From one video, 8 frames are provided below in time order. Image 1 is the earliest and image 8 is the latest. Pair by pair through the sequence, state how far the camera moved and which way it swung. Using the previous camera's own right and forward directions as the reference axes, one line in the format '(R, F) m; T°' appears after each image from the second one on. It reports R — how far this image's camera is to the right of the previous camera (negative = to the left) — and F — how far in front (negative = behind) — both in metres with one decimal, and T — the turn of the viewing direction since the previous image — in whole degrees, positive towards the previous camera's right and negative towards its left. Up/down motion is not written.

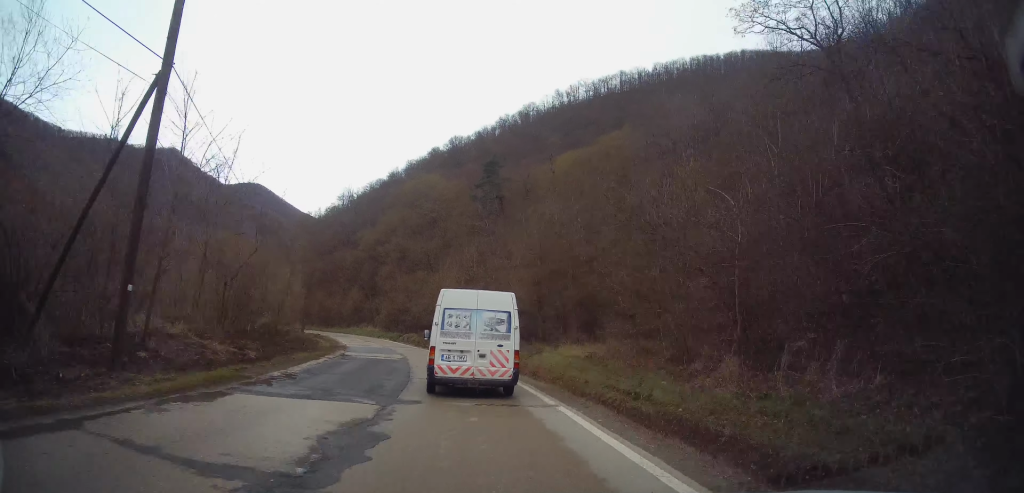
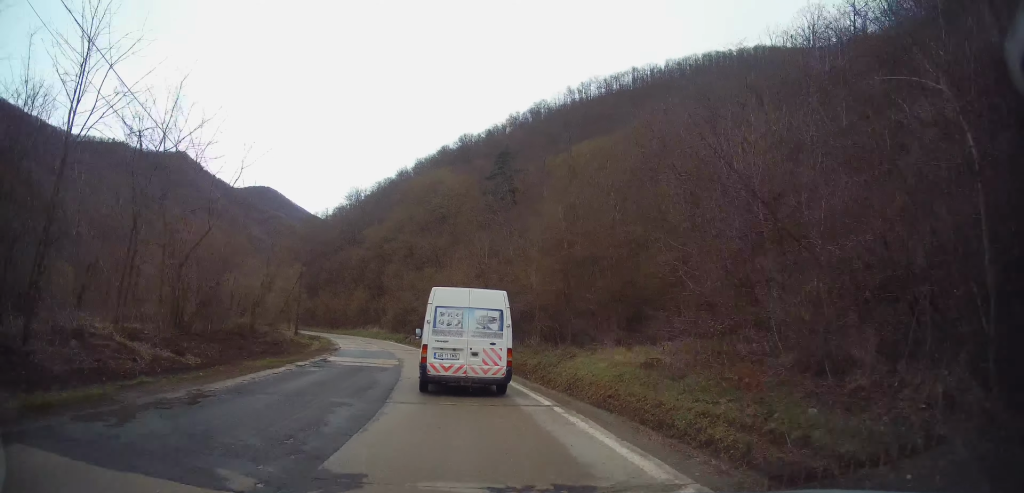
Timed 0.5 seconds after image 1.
(-0.3, +5.9) m; -3°
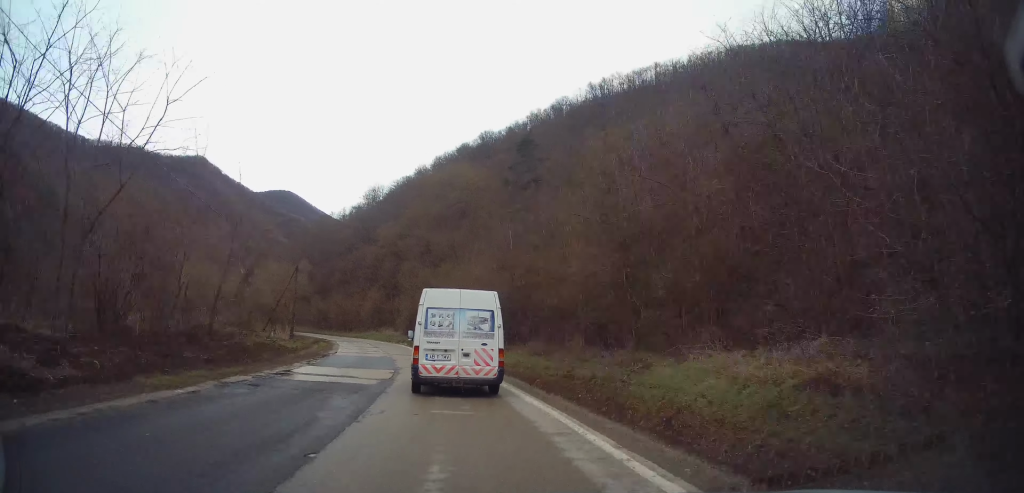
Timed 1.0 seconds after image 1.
(-0.1, +7.2) m; -3°
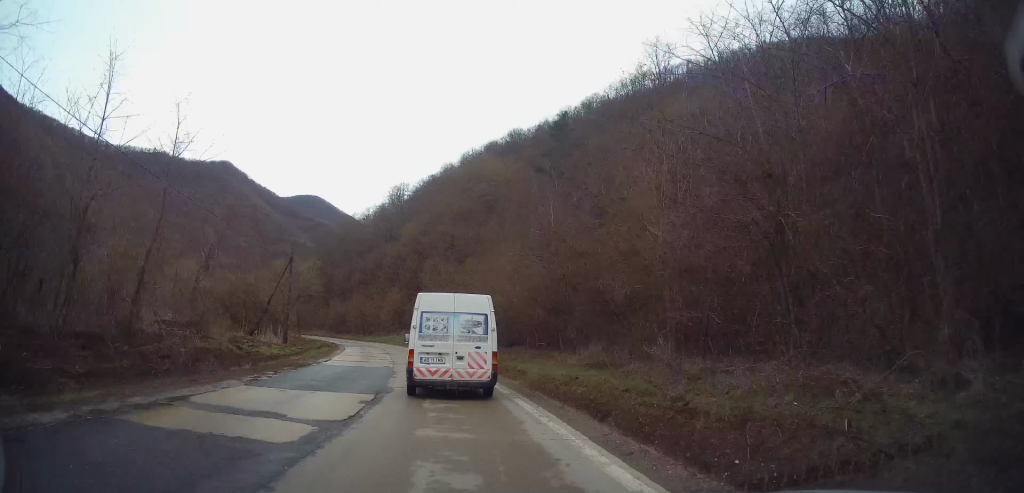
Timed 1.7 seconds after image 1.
(-0.4, +7.9) m; -3°
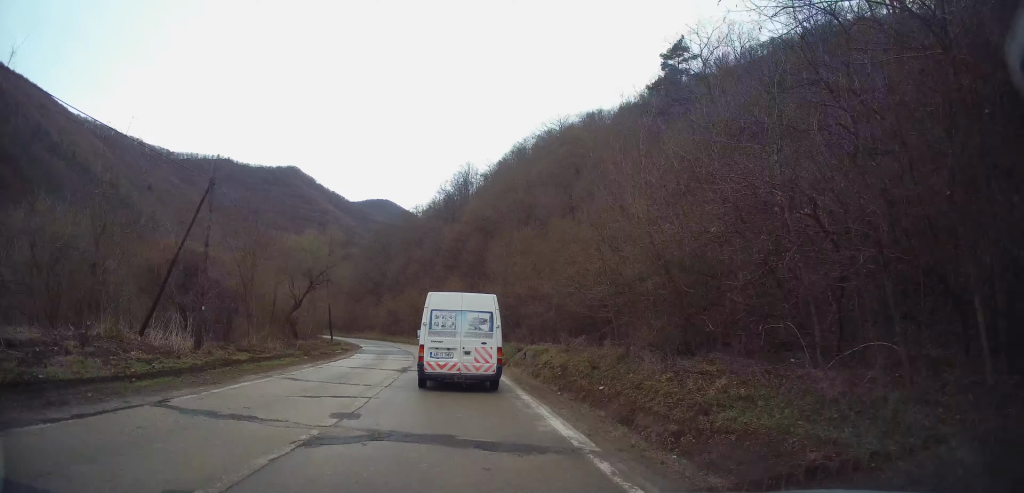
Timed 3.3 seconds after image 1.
(-0.8, +20.2) m; -5°
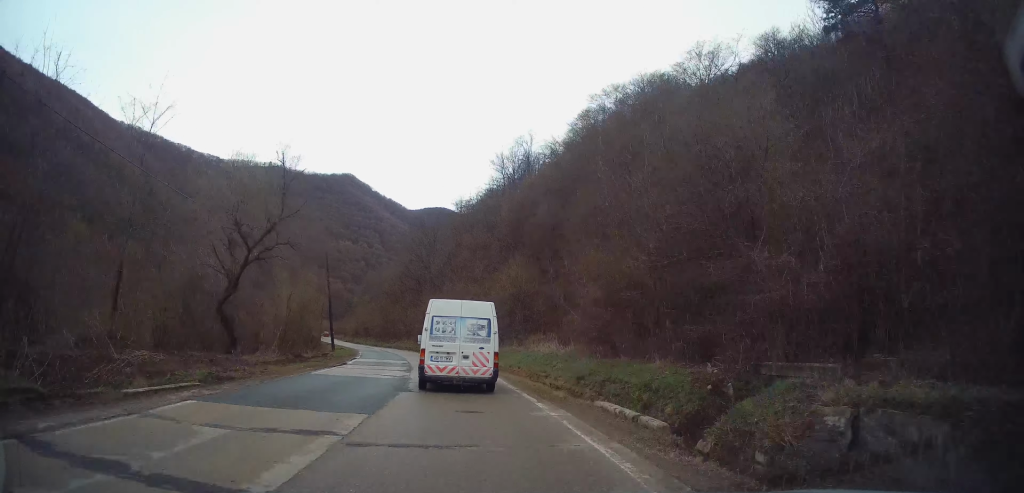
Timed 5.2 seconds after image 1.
(-1.7, +22.3) m; -8°
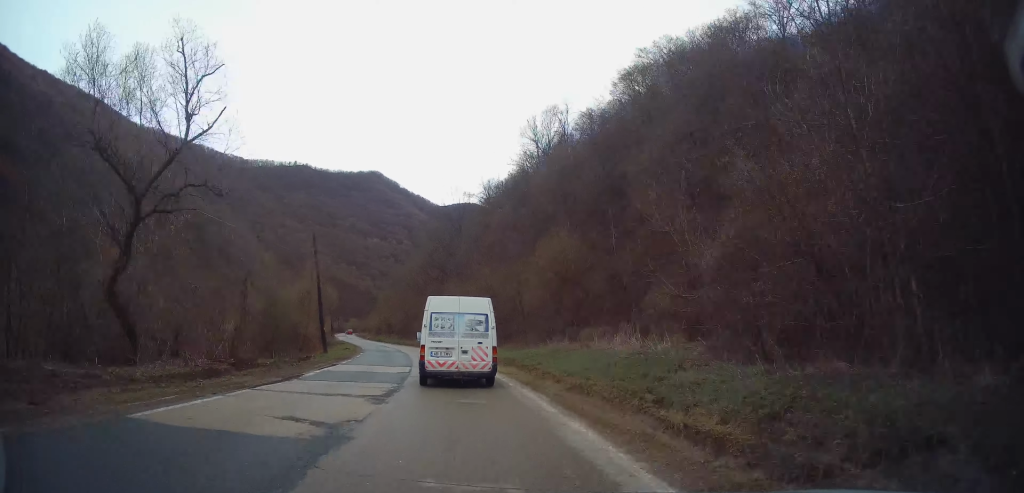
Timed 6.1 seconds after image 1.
(0.0, +10.9) m; -4°
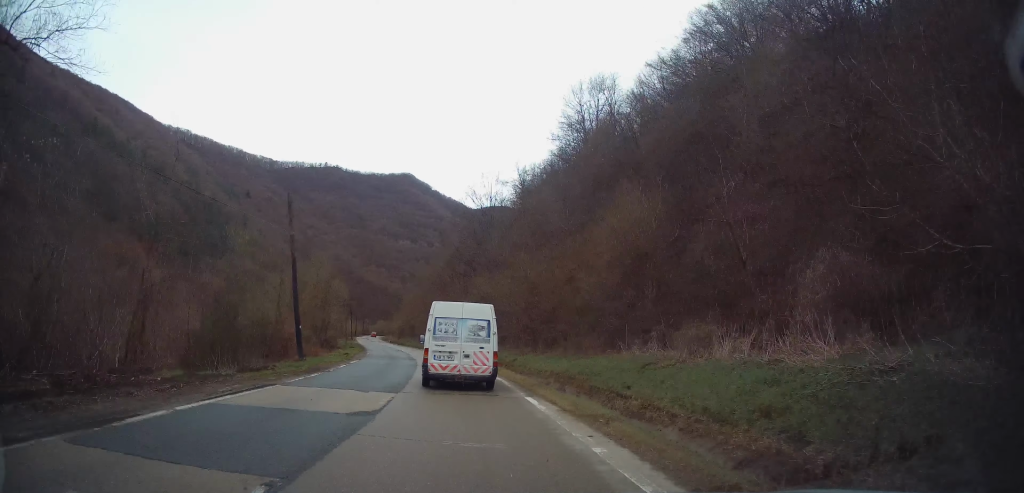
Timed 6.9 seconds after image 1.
(-0.7, +10.2) m; -4°
